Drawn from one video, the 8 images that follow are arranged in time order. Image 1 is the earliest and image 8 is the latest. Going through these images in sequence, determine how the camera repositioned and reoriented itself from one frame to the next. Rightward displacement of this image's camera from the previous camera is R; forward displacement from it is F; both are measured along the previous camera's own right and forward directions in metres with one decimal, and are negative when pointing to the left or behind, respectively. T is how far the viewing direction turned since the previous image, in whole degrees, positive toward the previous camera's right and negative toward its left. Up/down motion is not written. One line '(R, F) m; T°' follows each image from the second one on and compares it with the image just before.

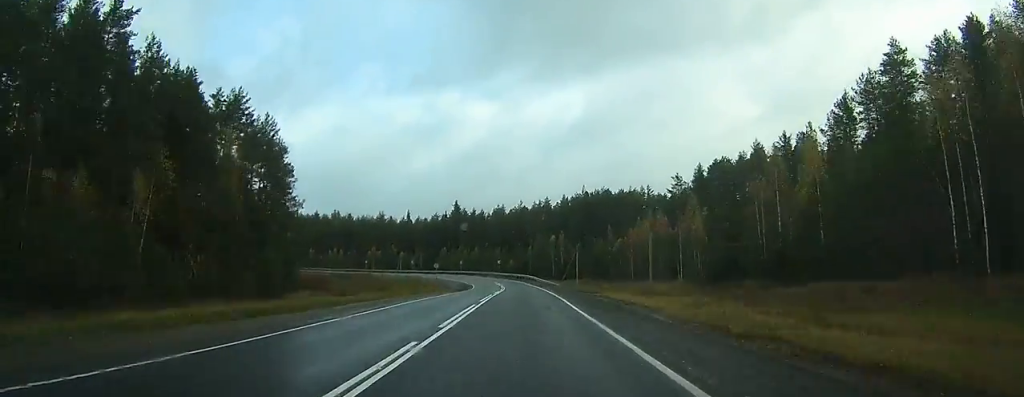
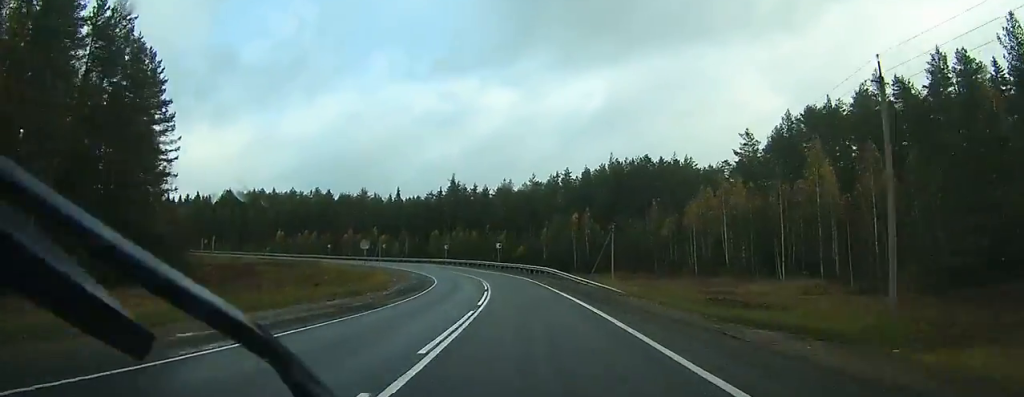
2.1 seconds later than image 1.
(+0.2, +39.9) m; -1°
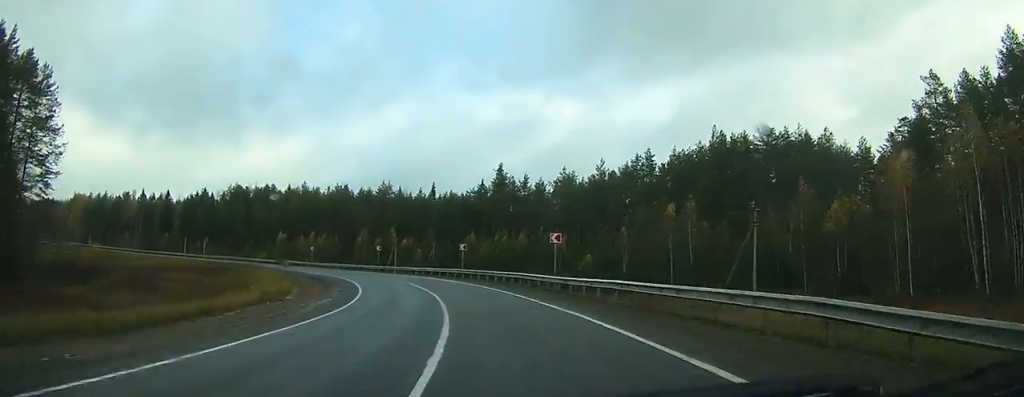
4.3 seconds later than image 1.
(-1.4, +39.7) m; -6°
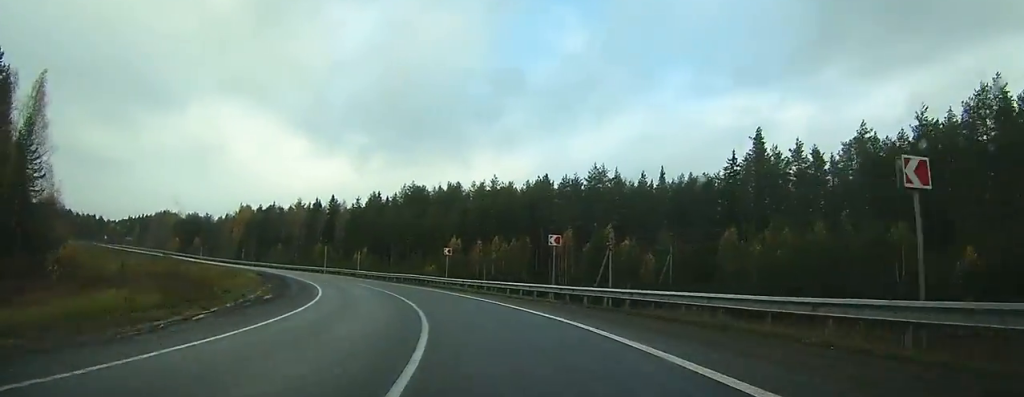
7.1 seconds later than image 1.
(-5.9, +43.4) m; -20°
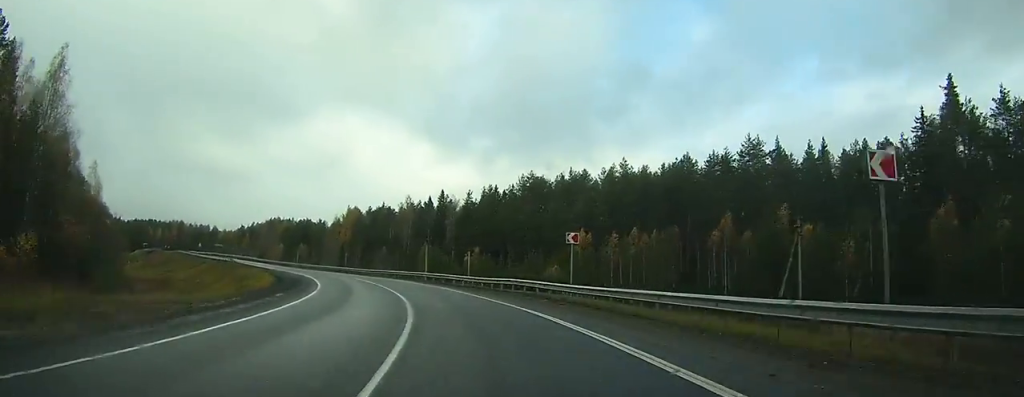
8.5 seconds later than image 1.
(-2.3, +20.8) m; -12°
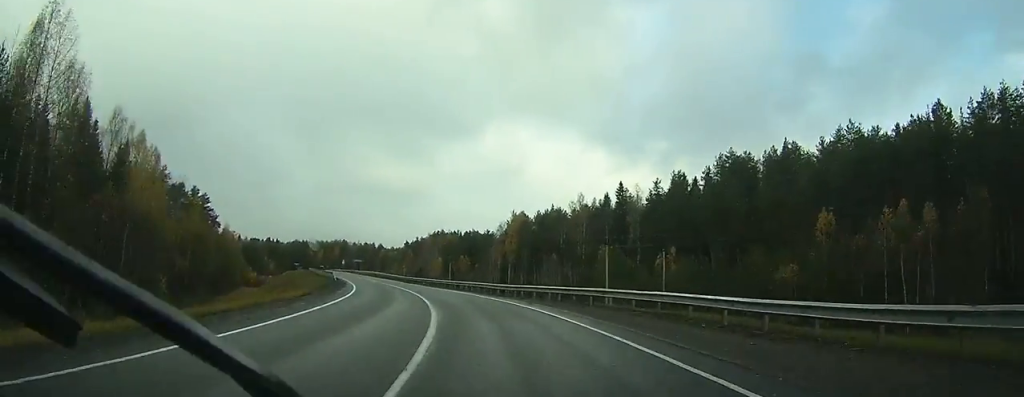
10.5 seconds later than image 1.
(-4.3, +28.8) m; -16°
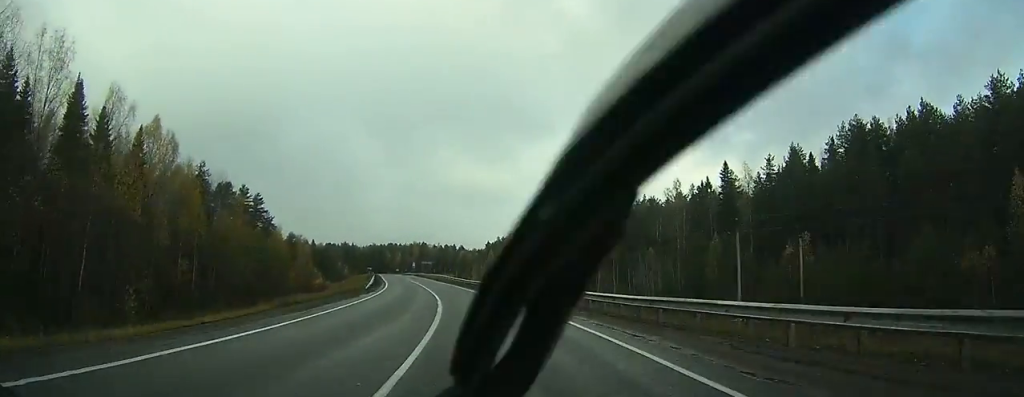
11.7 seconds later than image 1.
(-1.0, +18.6) m; -8°
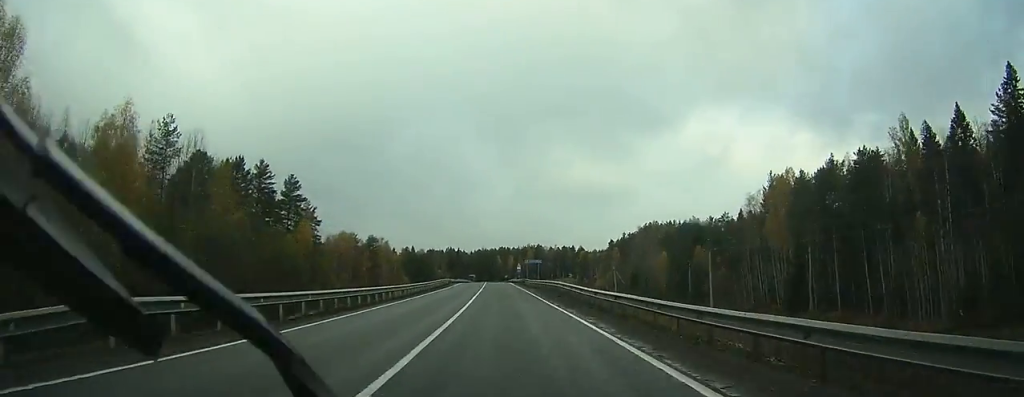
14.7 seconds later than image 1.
(-7.4, +50.2) m; -12°
